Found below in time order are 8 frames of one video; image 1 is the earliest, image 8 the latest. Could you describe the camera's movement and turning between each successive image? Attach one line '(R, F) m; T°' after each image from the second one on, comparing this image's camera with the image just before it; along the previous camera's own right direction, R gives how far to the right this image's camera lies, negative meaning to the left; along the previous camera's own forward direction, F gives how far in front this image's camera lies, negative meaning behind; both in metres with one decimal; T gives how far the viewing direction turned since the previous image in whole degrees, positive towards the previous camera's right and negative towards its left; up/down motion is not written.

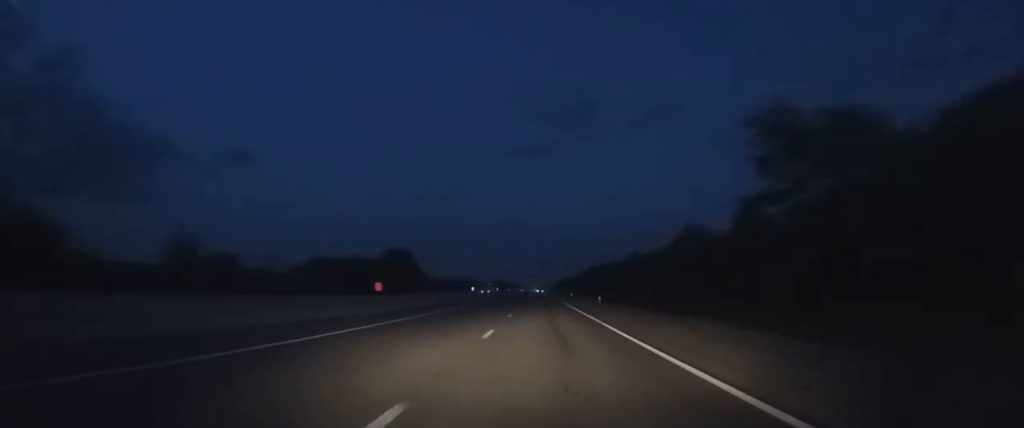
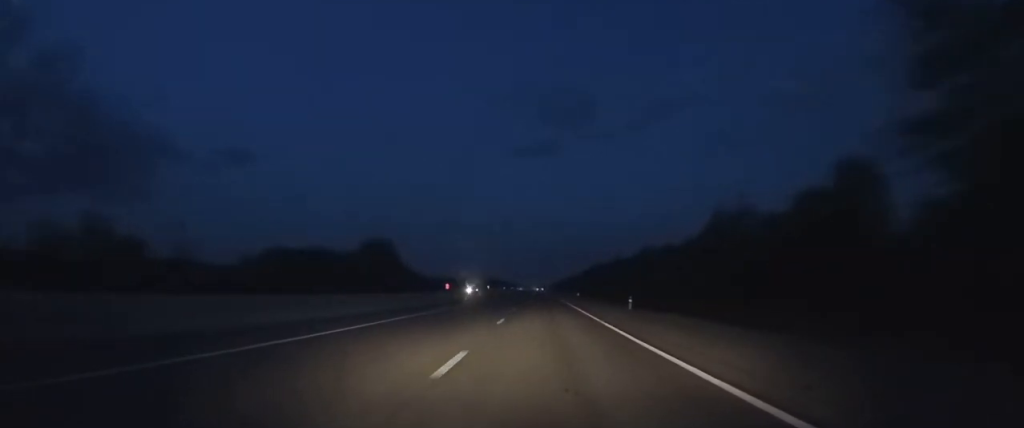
(0.0, +17.6) m; 0°
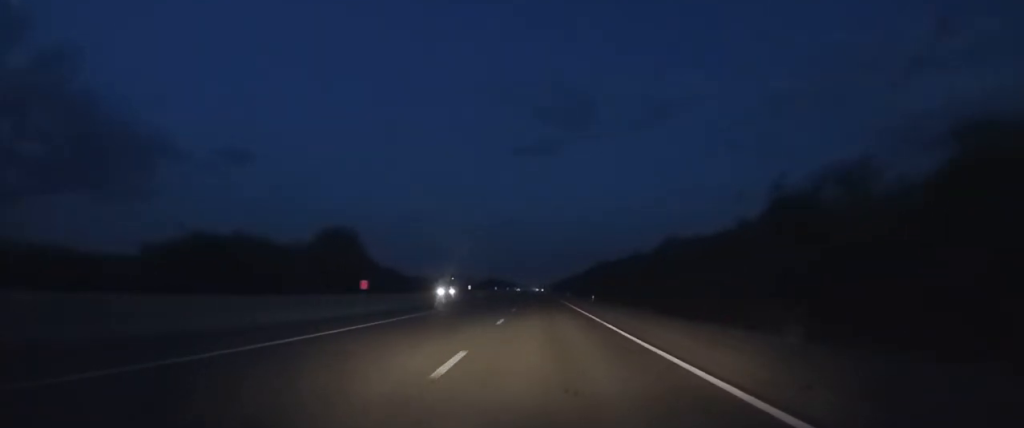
(+0.1, +21.4) m; 0°
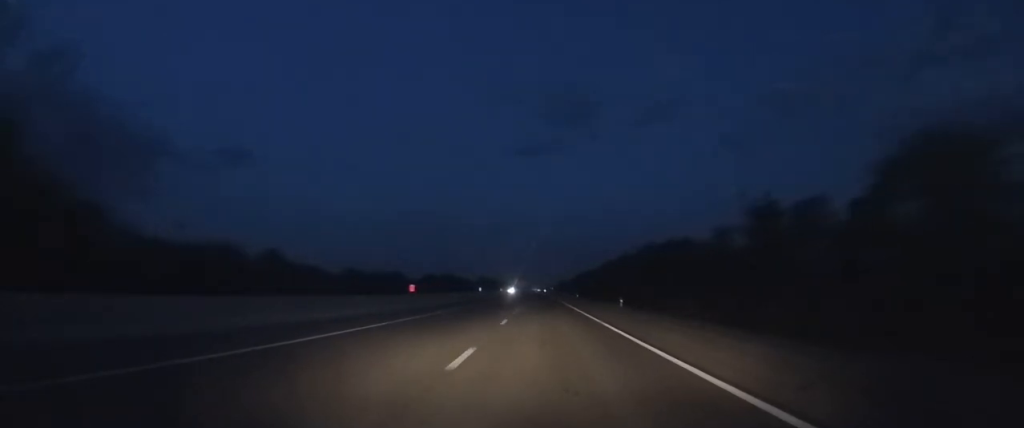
(-0.3, +74.7) m; 0°
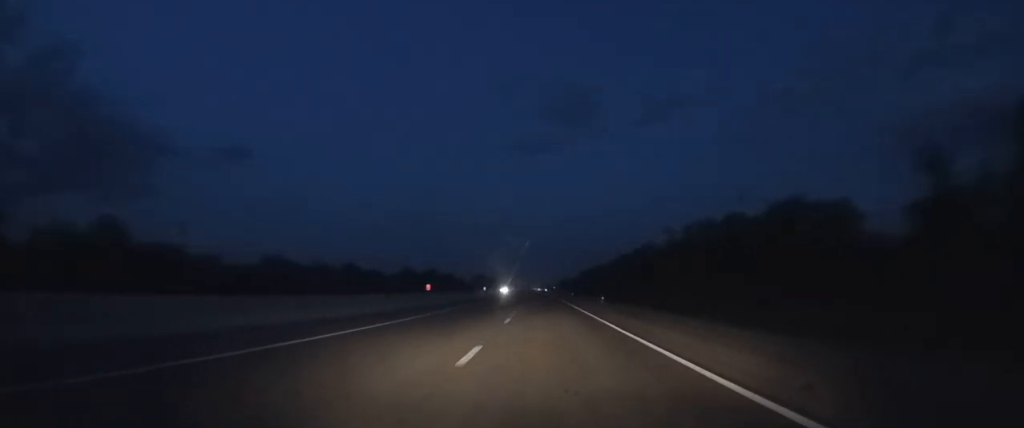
(0.0, +39.6) m; 0°
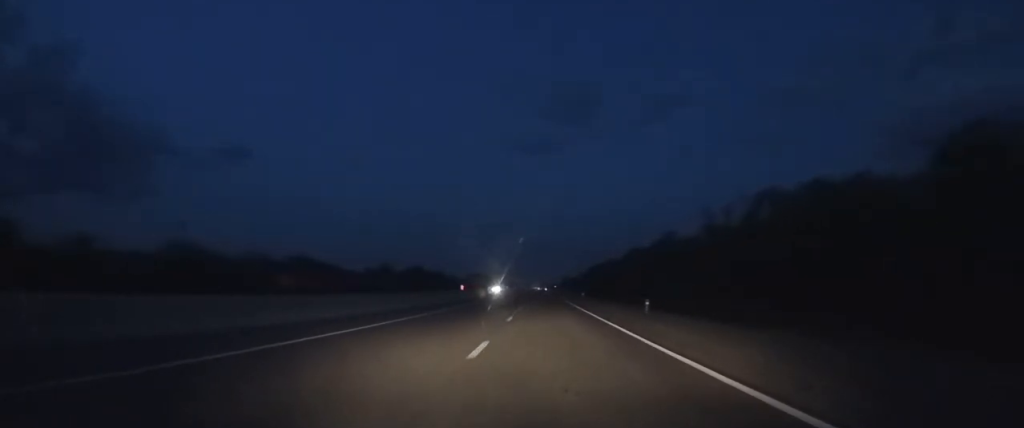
(0.0, +24.5) m; 0°
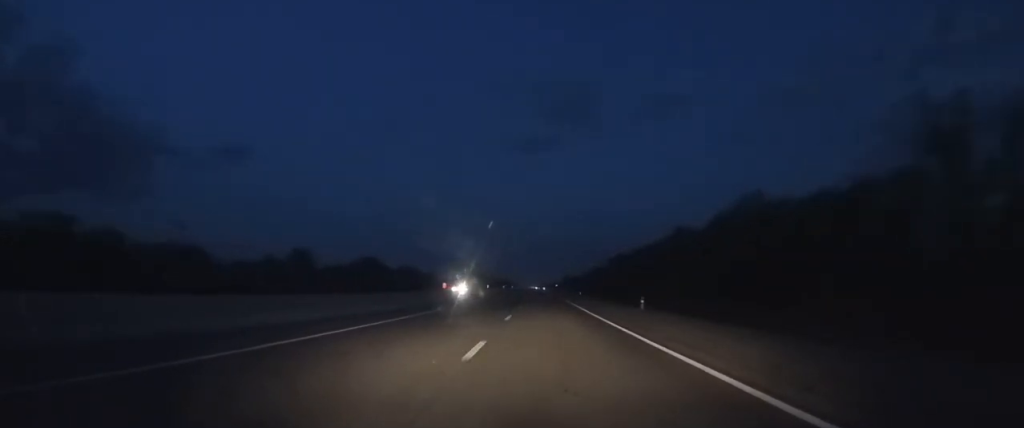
(0.0, +49.1) m; 0°
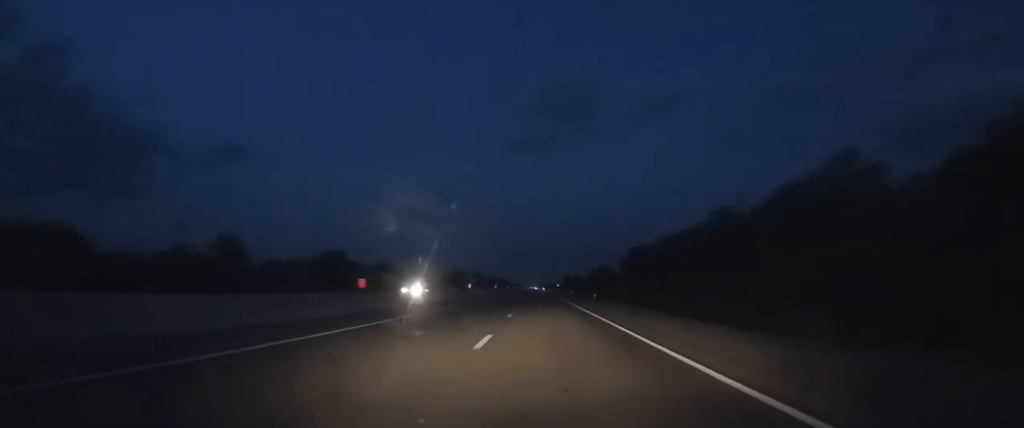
(0.0, +21.8) m; 0°
